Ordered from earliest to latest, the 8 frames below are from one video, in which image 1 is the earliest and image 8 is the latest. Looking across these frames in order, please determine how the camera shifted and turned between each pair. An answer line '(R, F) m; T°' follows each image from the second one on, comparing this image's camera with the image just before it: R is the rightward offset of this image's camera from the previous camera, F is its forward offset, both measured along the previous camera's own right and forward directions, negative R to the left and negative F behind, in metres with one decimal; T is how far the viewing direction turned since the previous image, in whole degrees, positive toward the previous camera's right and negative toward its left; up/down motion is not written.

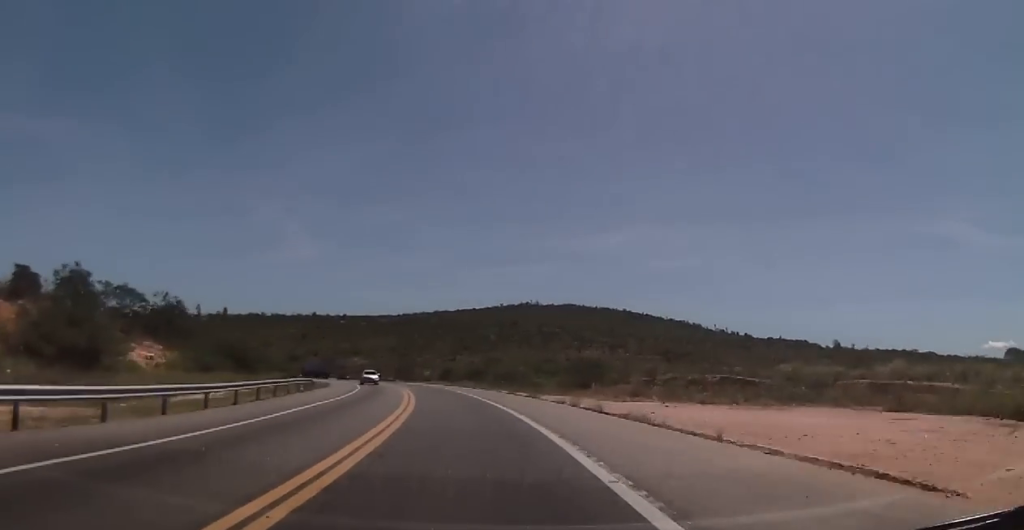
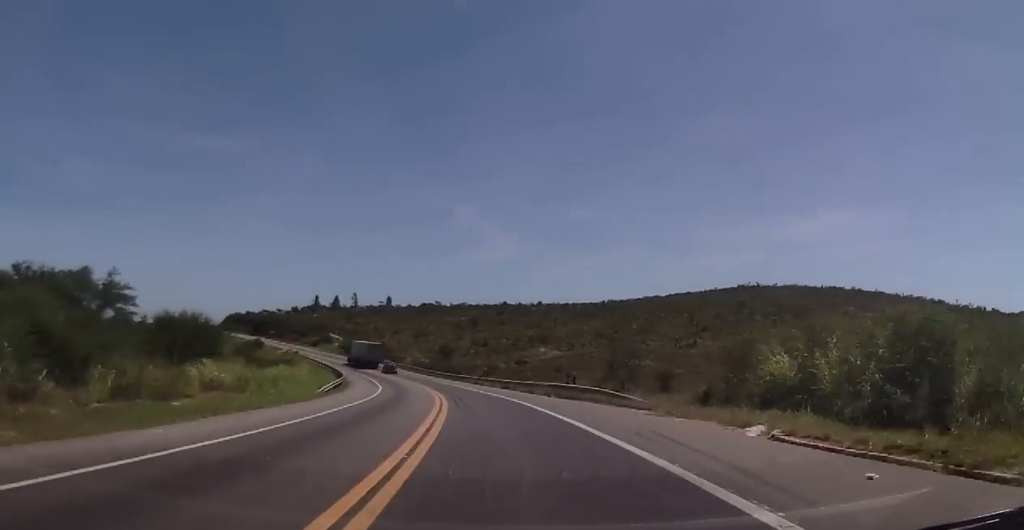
(-12.8, +85.2) m; -17°
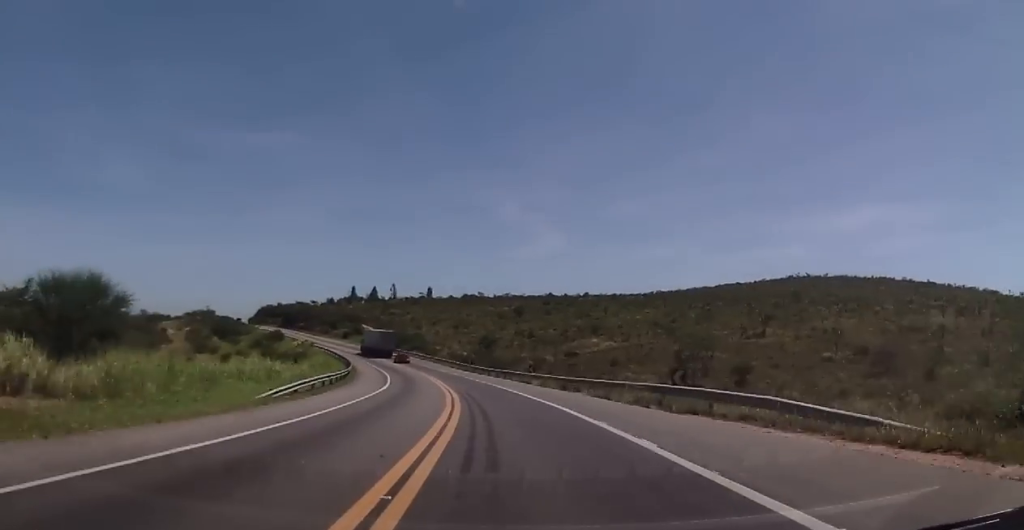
(-0.9, +17.0) m; -3°
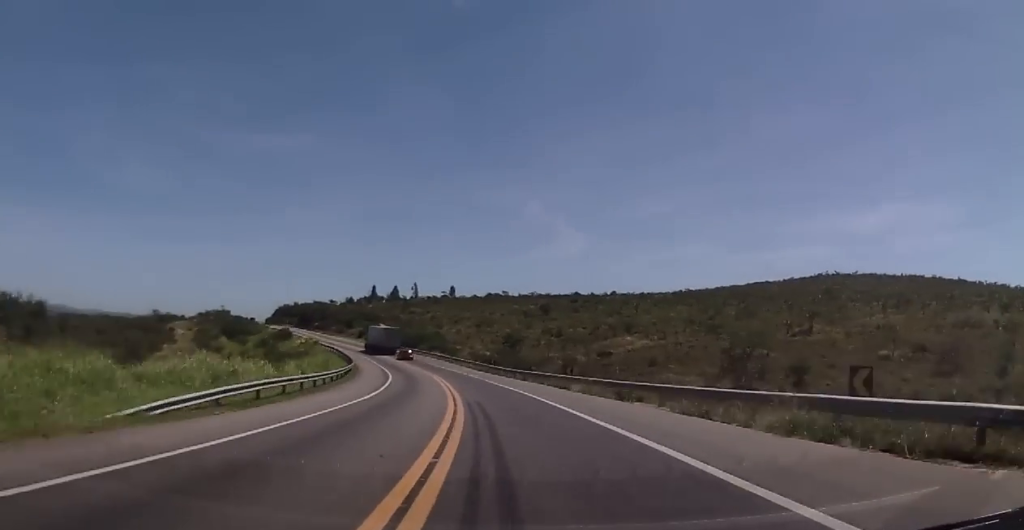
(-0.2, +12.0) m; -2°
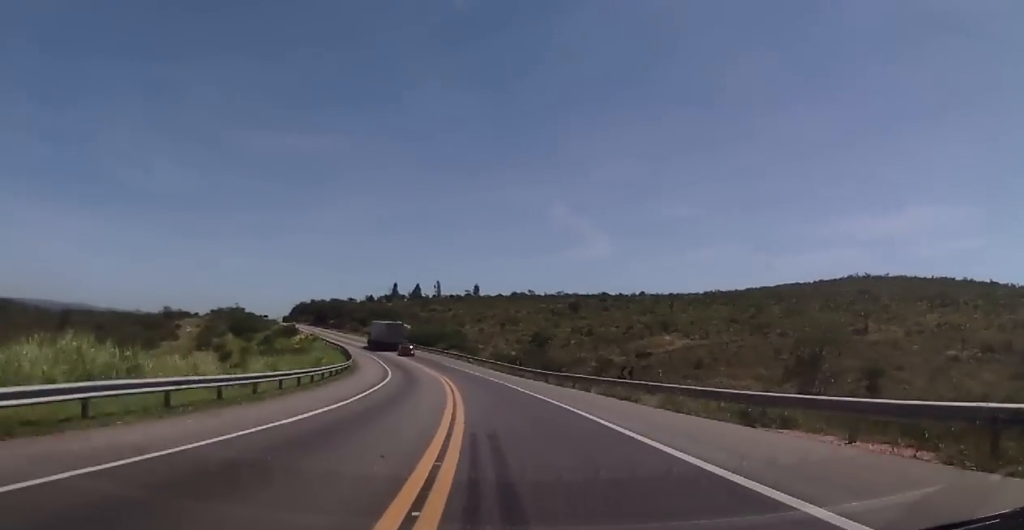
(-0.4, +12.7) m; -2°
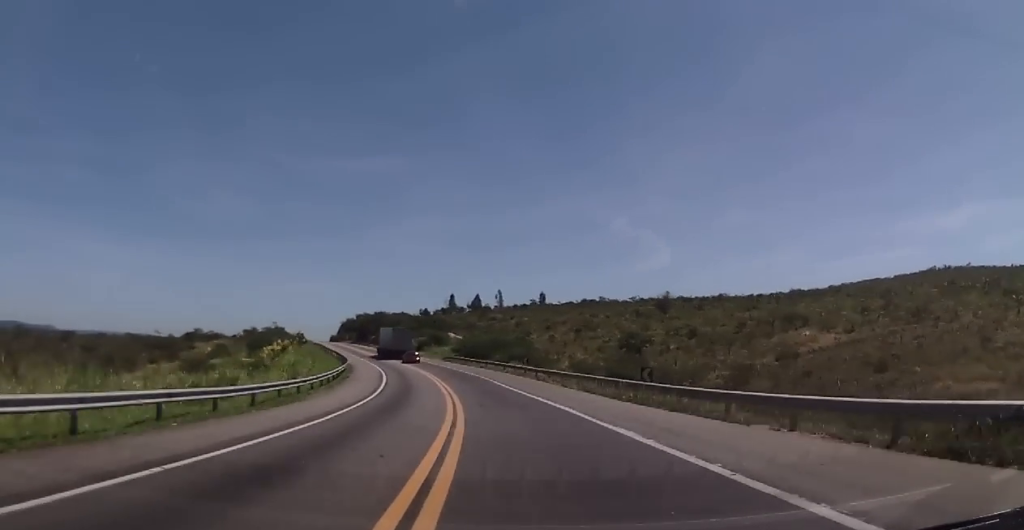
(-1.5, +33.3) m; -6°
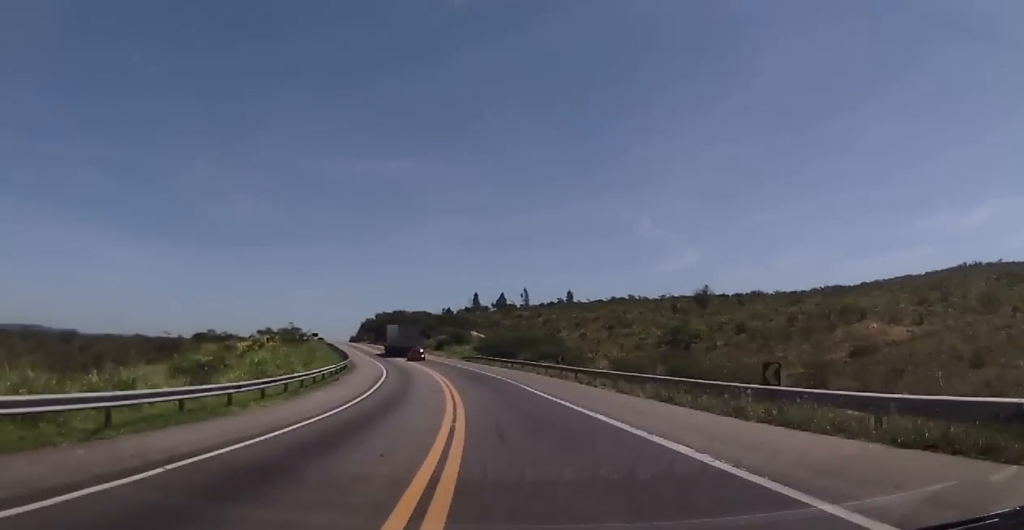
(+0.1, +11.3) m; -2°
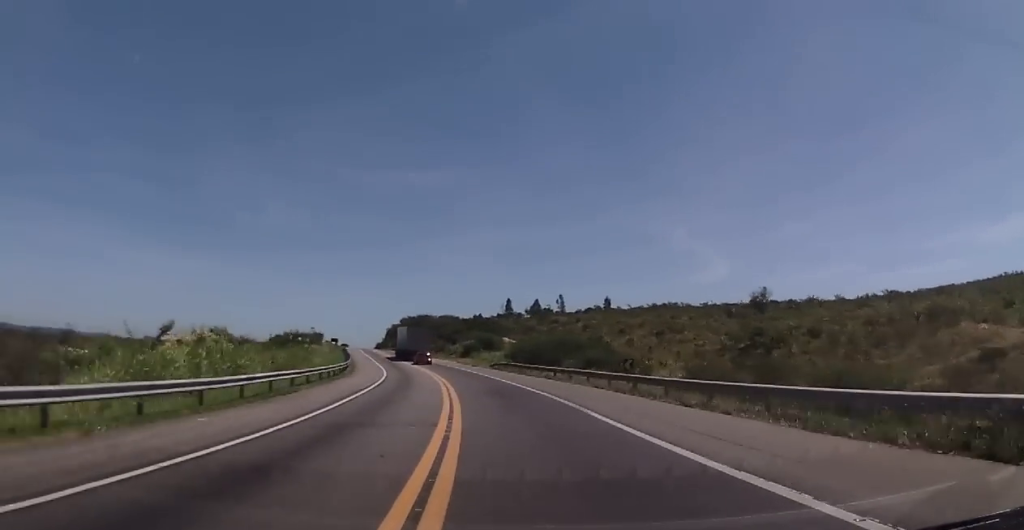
(-0.6, +14.9) m; -3°
